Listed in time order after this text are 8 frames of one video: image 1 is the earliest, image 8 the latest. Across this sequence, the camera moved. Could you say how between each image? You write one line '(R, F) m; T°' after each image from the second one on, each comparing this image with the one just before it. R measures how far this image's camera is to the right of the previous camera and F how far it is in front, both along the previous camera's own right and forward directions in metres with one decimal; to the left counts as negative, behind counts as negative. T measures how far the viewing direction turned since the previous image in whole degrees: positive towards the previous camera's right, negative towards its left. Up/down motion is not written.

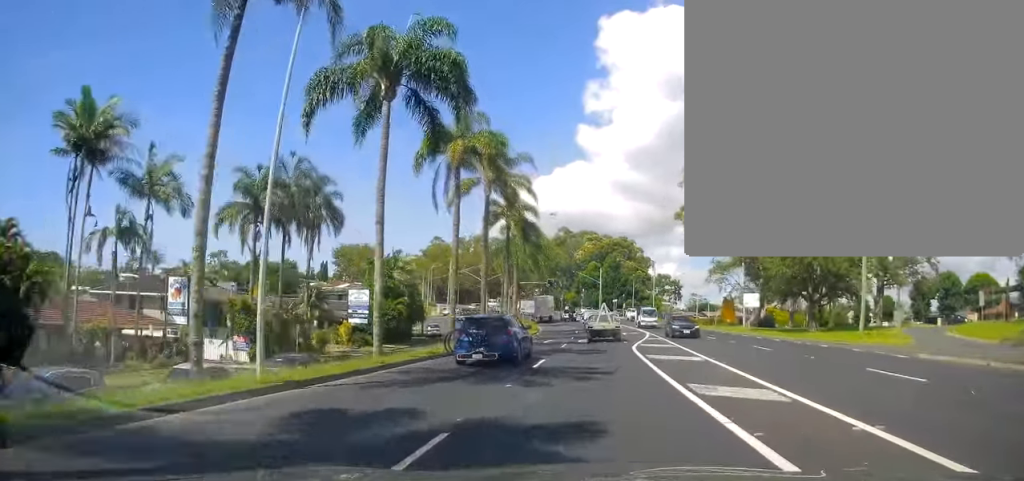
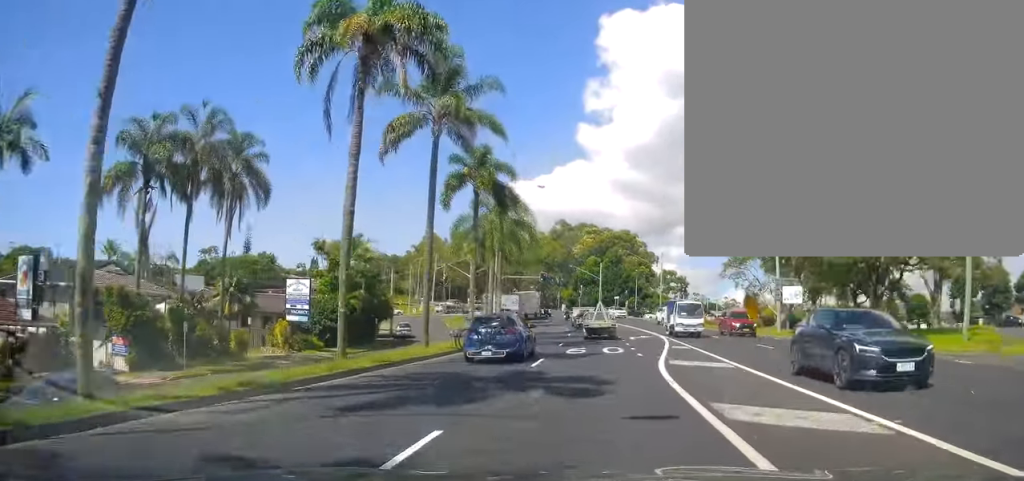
(-0.7, +12.2) m; -2°
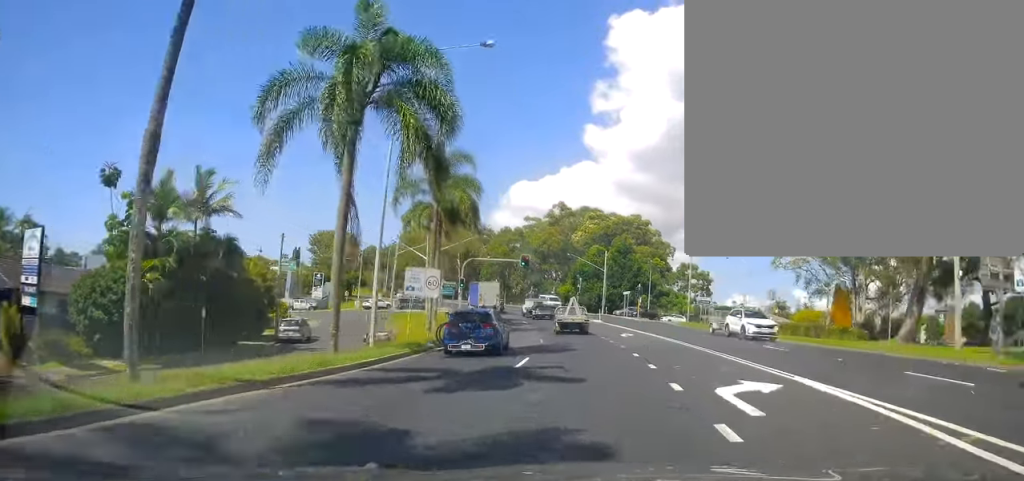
(+1.1, +25.9) m; +2°
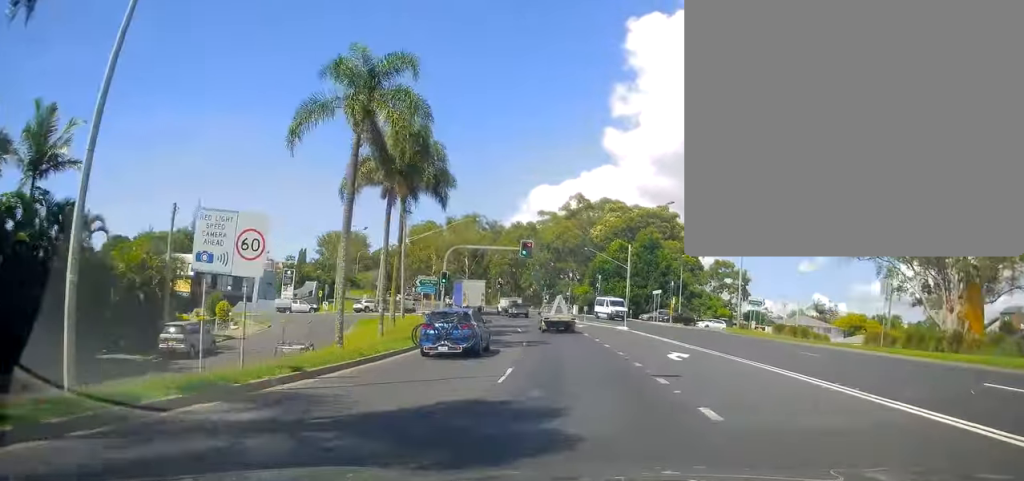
(-0.3, +14.7) m; +1°
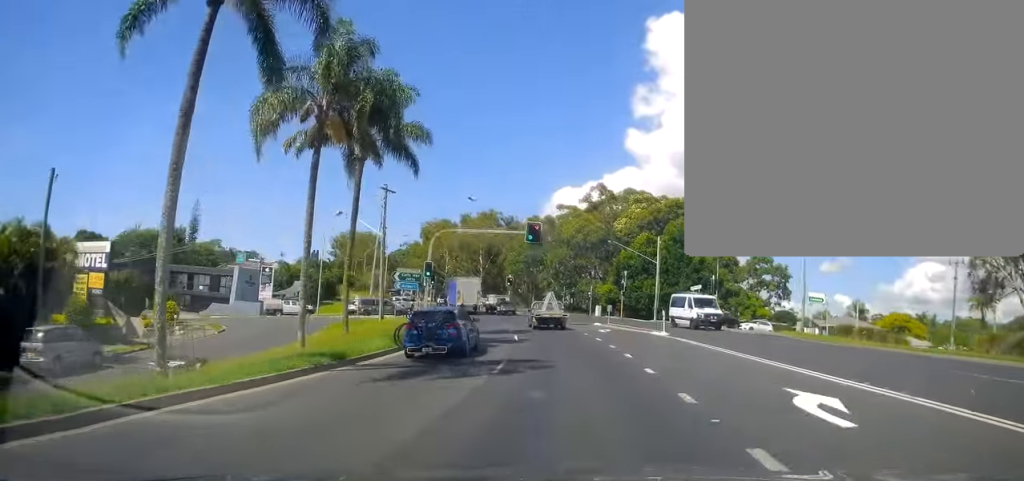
(+0.2, +10.6) m; -2°
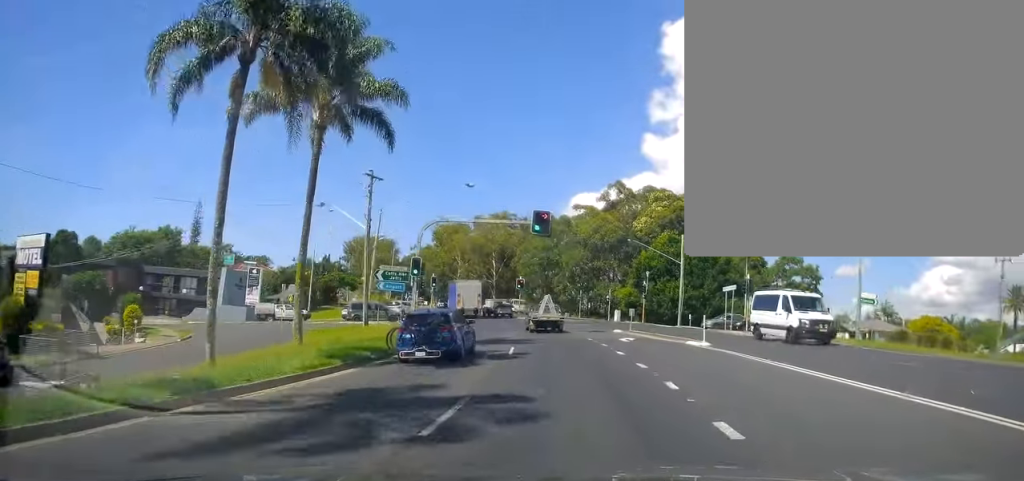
(+0.3, +6.1) m; -3°
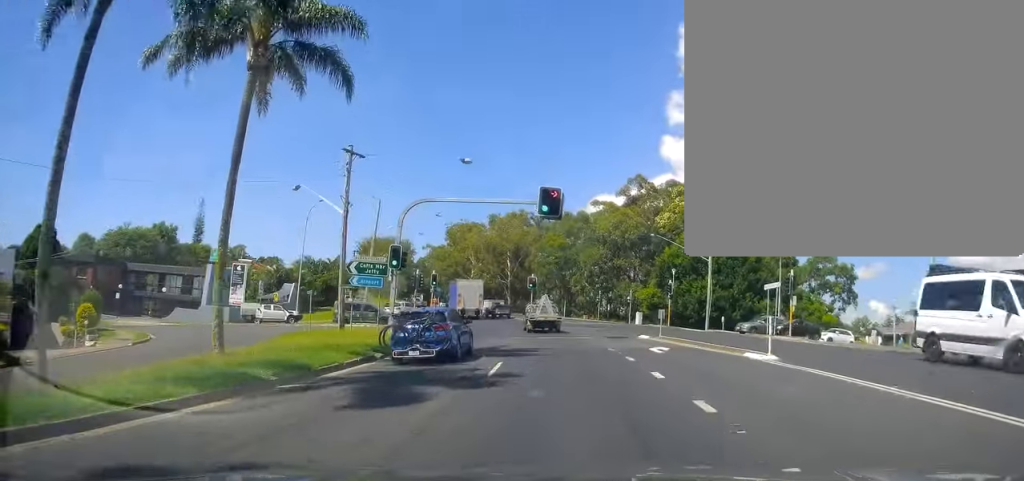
(-0.5, +6.1) m; -2°
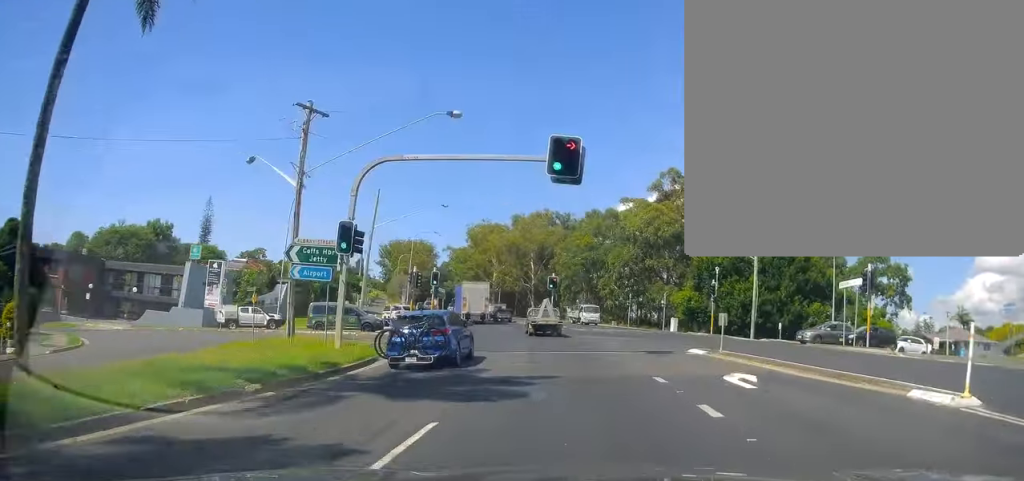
(-0.7, +7.9) m; -2°
